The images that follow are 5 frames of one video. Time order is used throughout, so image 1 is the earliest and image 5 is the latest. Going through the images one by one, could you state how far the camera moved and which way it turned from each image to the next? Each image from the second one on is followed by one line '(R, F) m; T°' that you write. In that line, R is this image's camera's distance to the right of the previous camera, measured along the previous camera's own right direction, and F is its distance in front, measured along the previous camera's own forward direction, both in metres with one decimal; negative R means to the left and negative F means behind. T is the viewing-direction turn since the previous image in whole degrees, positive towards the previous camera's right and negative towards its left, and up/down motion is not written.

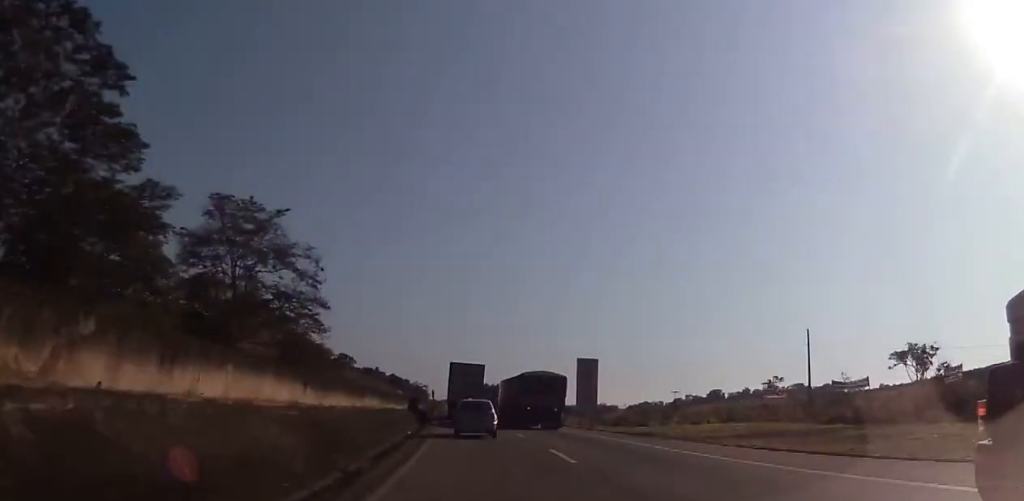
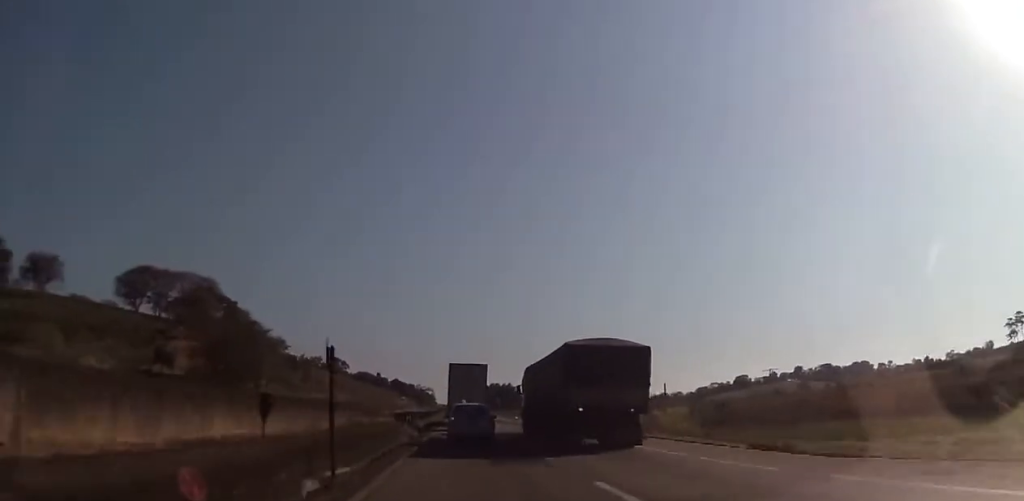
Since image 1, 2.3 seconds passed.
(-2.6, +55.1) m; -3°
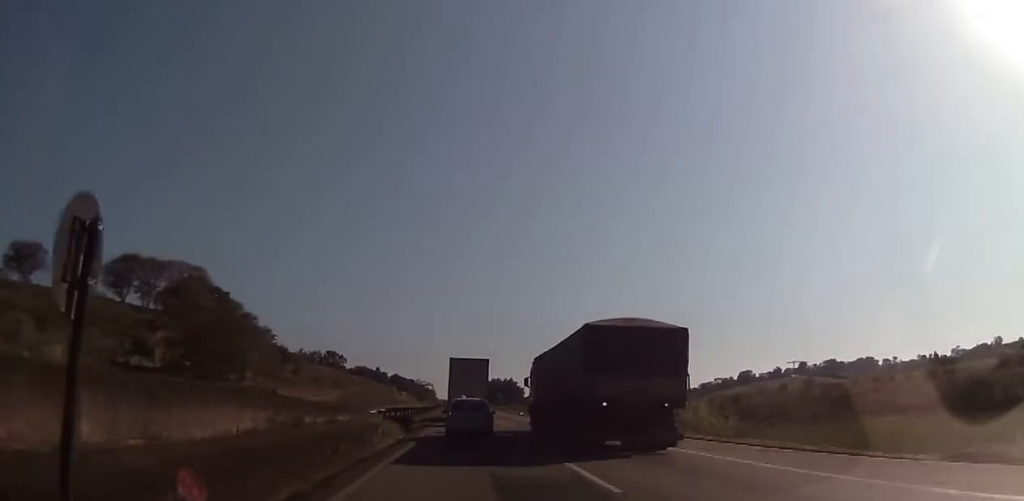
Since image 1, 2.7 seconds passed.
(0.0, +9.8) m; 0°
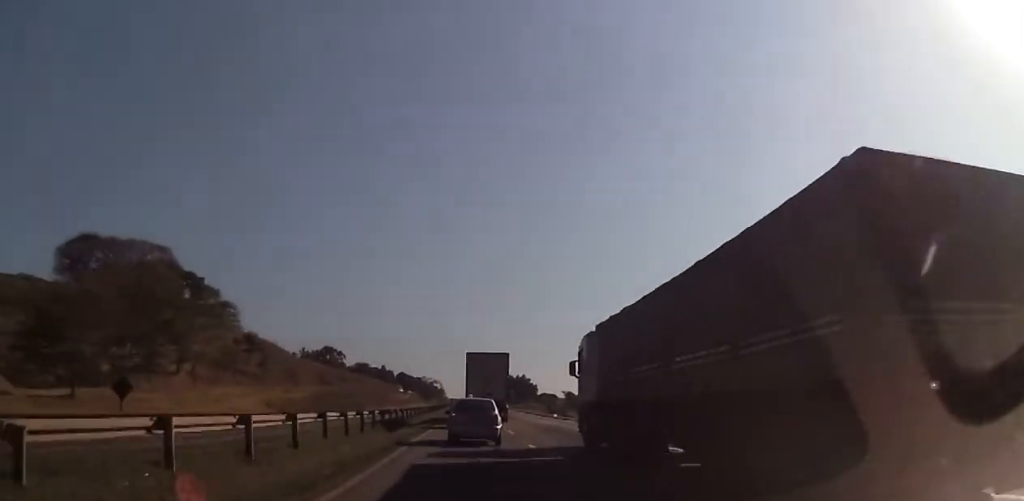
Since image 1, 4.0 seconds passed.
(0.0, +31.5) m; -1°
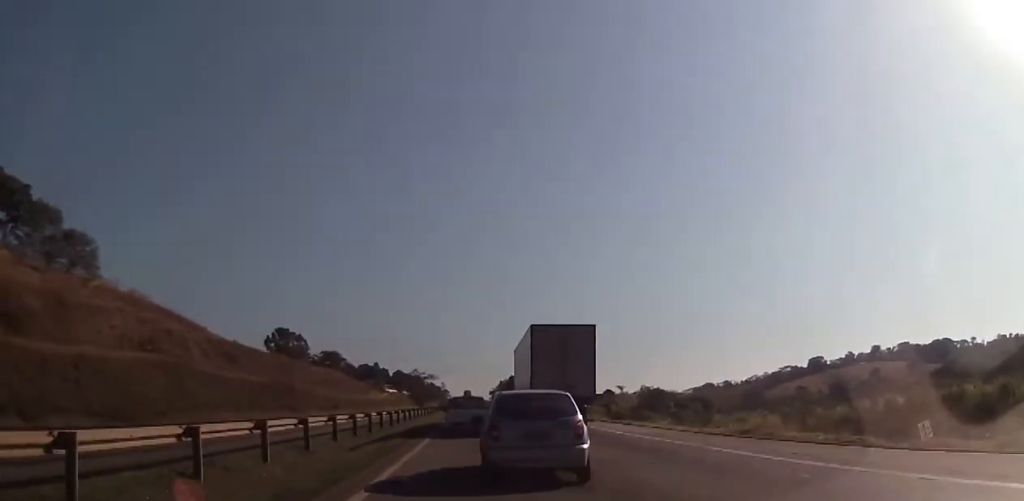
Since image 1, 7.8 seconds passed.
(-1.3, +98.4) m; -2°
